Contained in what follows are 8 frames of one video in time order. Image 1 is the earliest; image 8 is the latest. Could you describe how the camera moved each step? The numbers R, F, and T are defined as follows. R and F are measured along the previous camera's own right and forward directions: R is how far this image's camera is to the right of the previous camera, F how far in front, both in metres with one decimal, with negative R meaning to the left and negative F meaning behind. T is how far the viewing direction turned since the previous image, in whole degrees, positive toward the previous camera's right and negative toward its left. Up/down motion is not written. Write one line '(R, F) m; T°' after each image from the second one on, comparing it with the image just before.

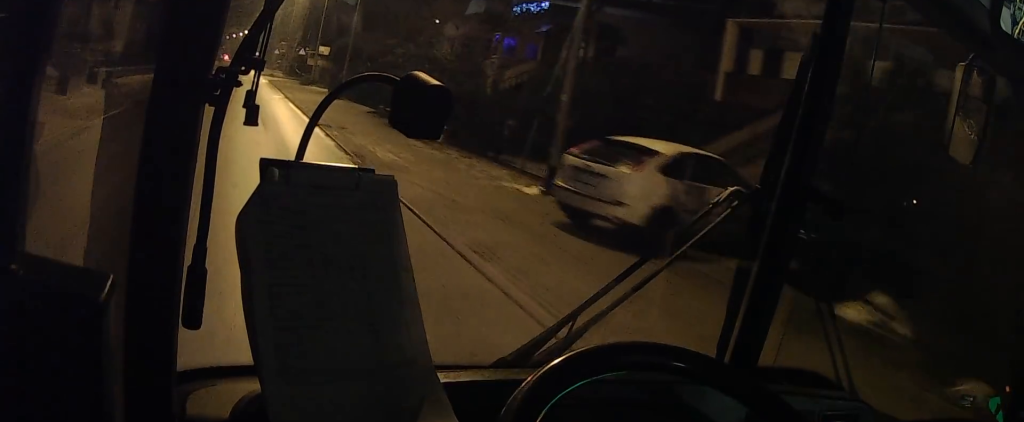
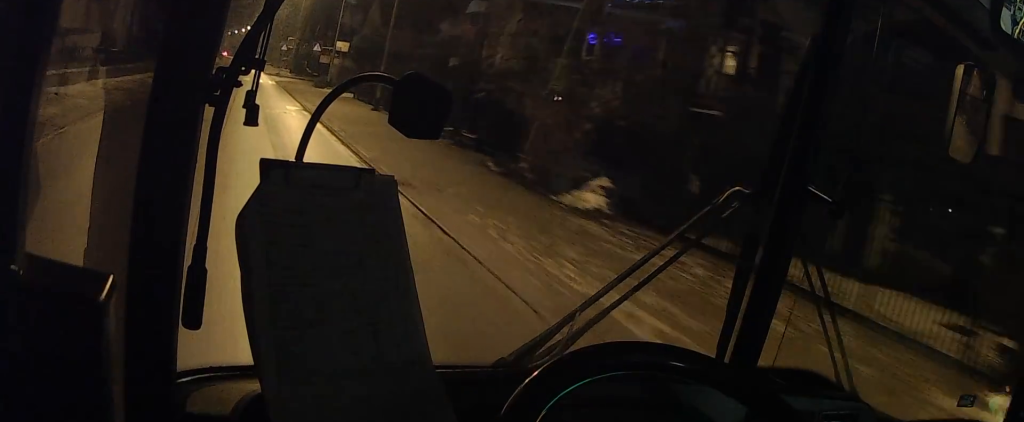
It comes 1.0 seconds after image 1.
(-0.4, +9.6) m; -3°
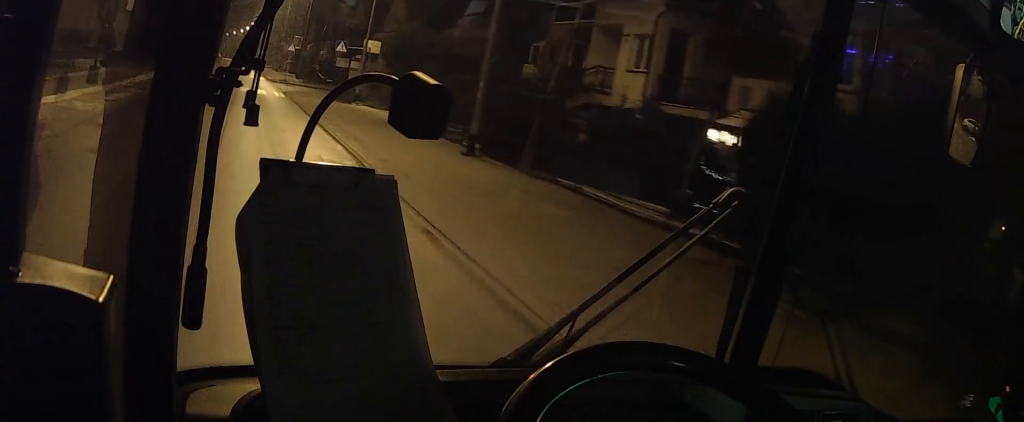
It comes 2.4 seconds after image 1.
(0.0, +12.6) m; 0°
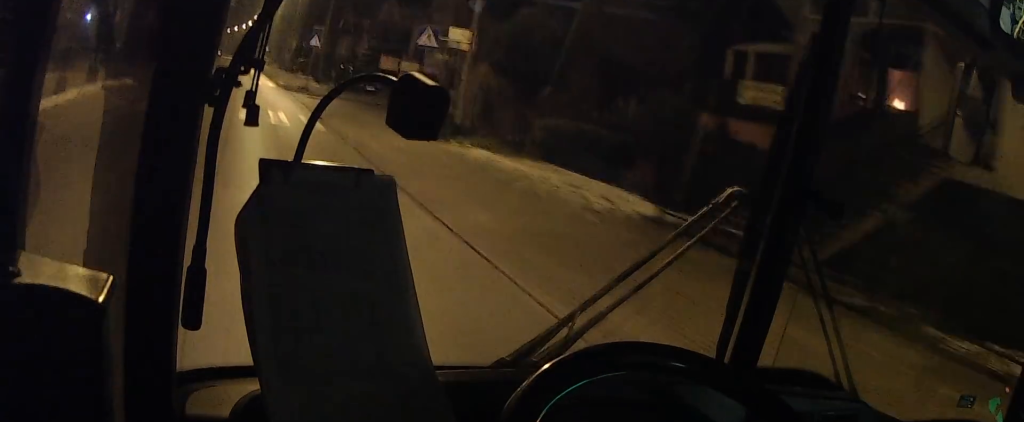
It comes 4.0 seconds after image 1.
(0.0, +16.0) m; 0°
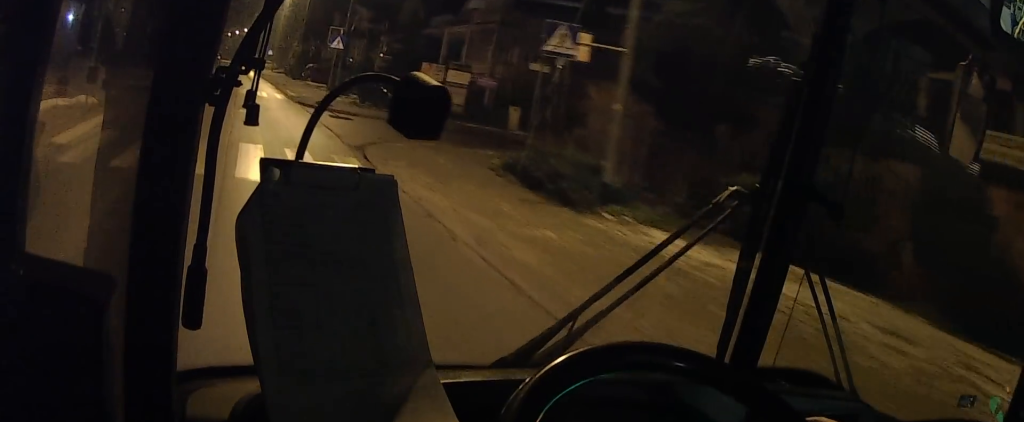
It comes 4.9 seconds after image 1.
(0.0, +8.2) m; 0°
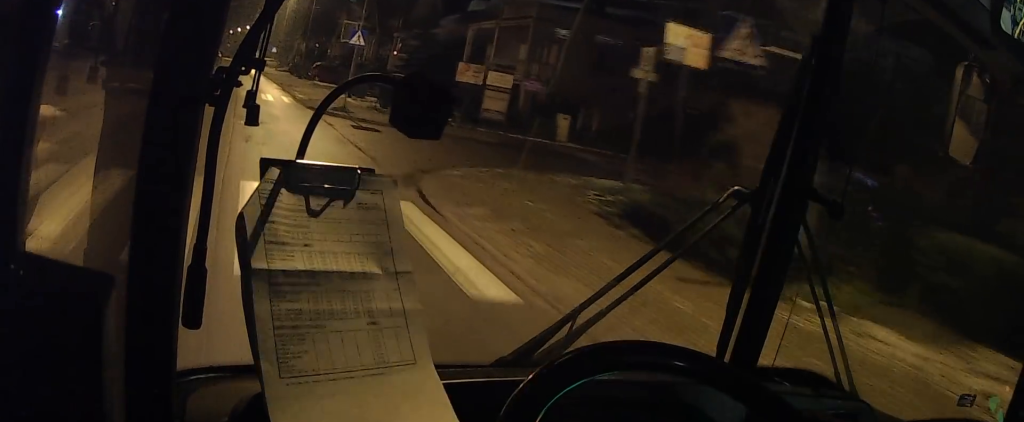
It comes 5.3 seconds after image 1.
(0.0, +4.6) m; +1°
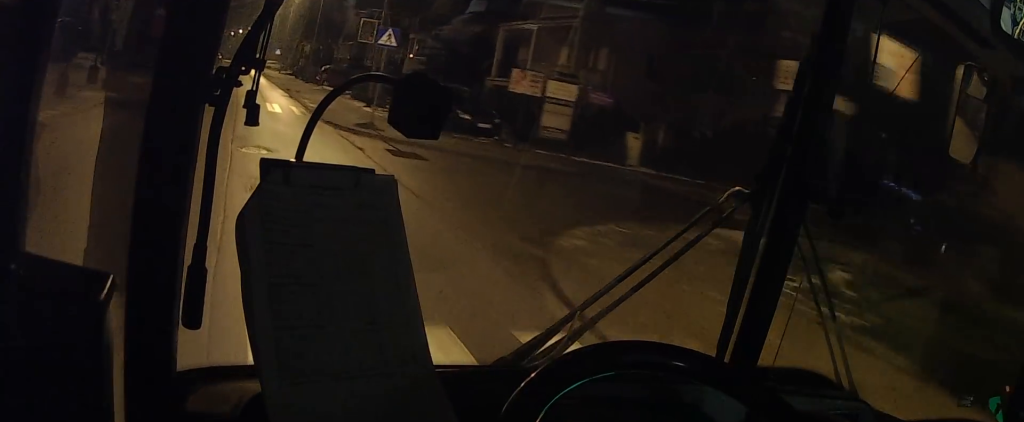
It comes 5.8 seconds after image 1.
(-0.1, +5.0) m; +2°
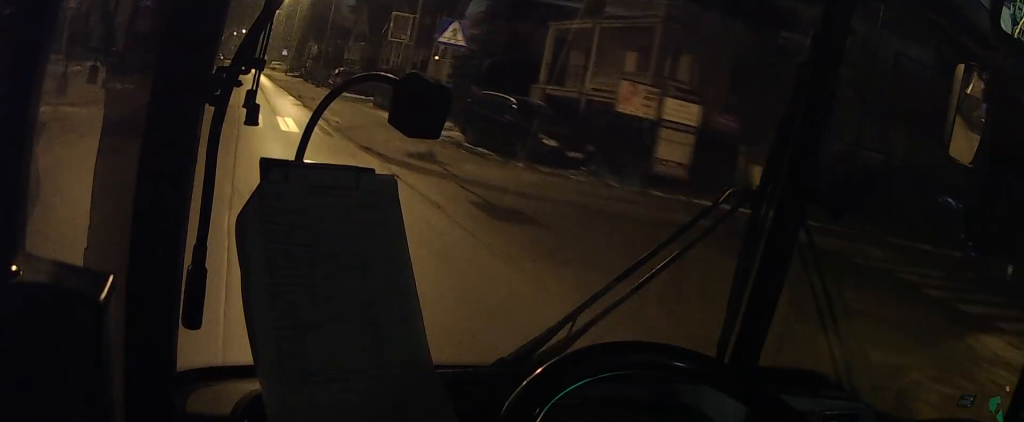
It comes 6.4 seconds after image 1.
(+0.2, +5.9) m; +1°
